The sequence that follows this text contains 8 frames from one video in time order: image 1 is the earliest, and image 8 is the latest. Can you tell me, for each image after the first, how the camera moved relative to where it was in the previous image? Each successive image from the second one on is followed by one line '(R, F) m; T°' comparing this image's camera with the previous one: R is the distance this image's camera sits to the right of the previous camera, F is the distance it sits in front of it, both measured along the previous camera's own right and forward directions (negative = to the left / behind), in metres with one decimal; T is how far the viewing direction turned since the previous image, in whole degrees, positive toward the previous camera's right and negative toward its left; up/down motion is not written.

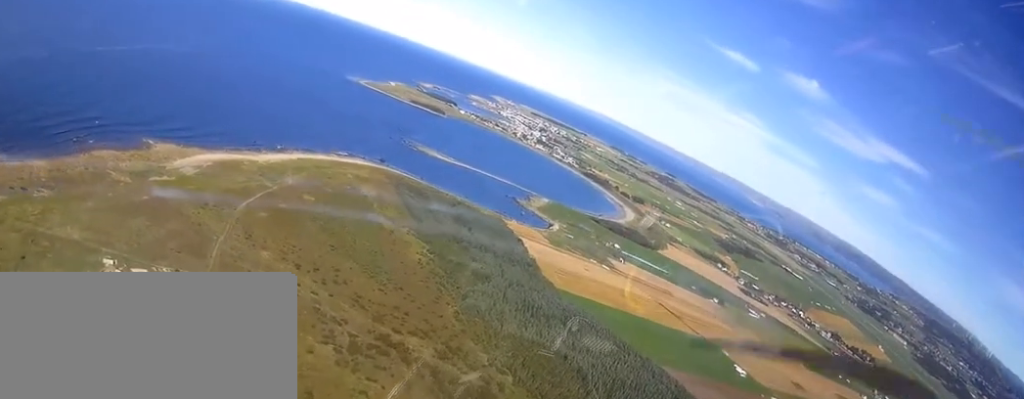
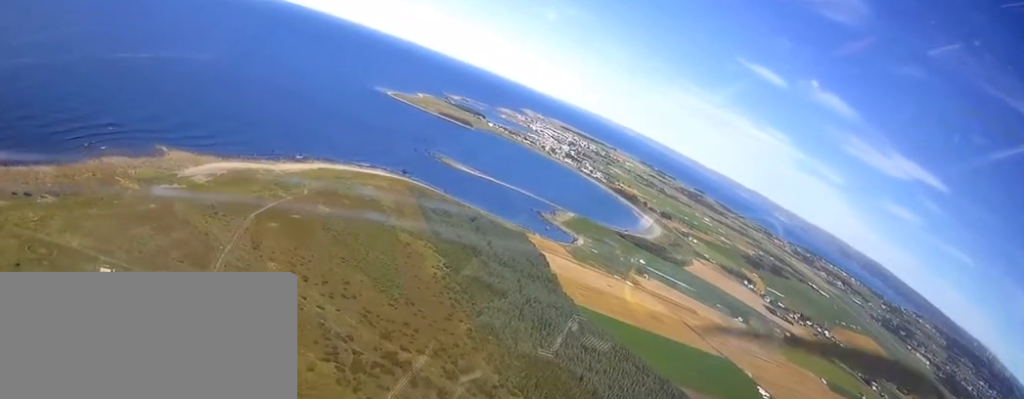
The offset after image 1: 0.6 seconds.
(-0.5, +30.0) m; -2°
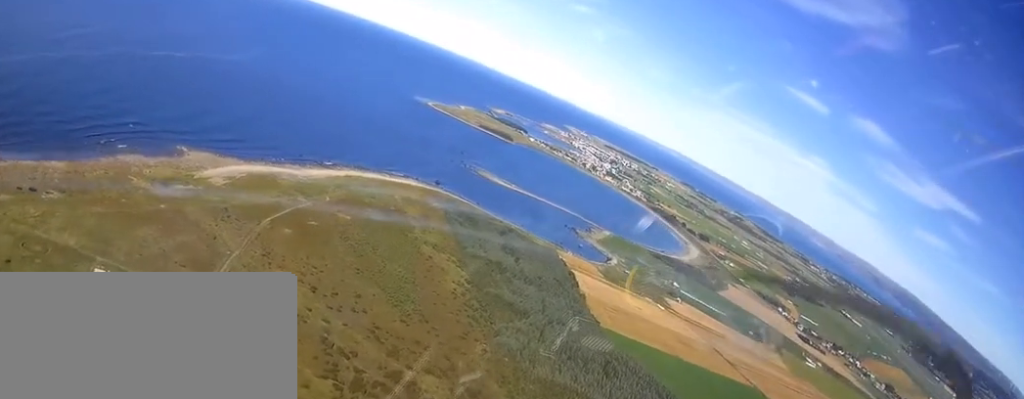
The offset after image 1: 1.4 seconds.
(-1.4, +41.9) m; -4°
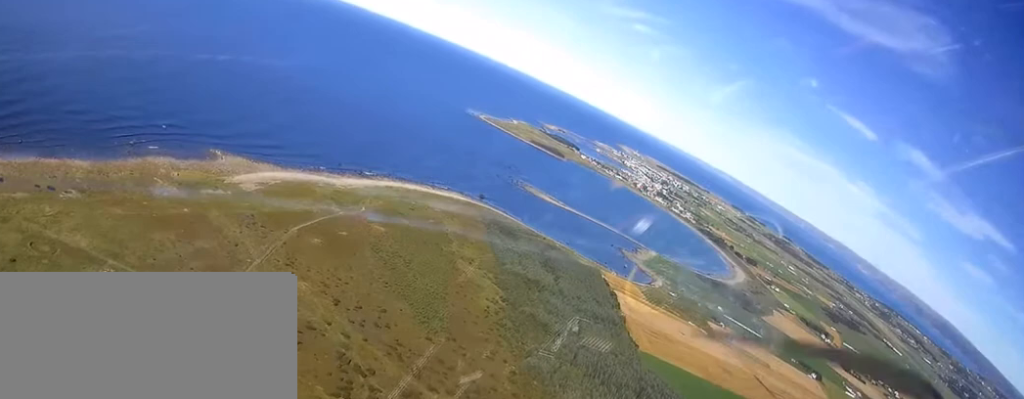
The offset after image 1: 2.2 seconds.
(-1.1, +37.0) m; -3°
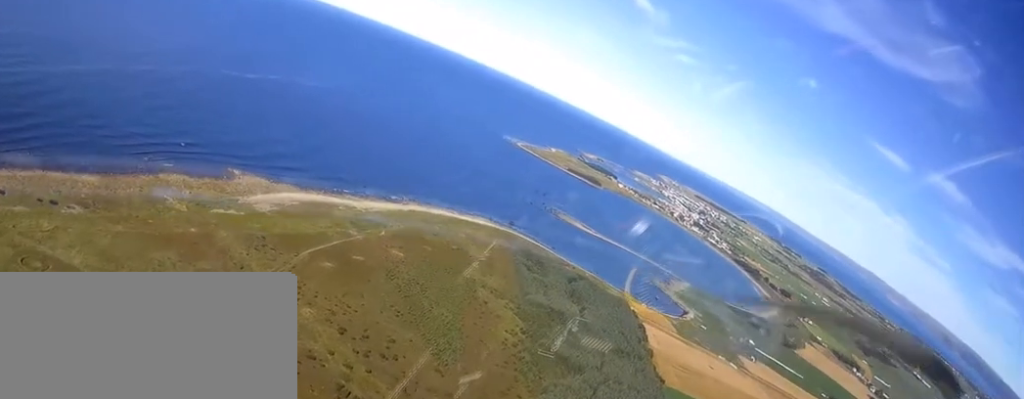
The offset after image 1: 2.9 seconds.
(-1.0, +38.9) m; -4°
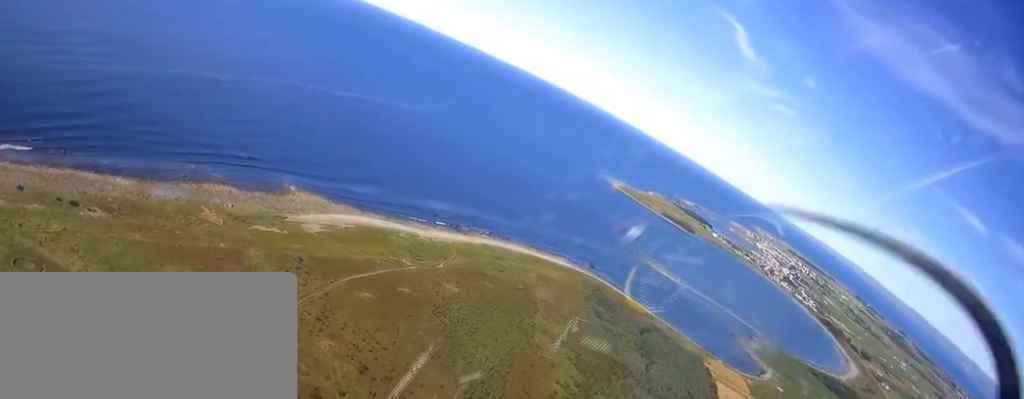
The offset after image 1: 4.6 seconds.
(-5.8, +83.2) m; -8°
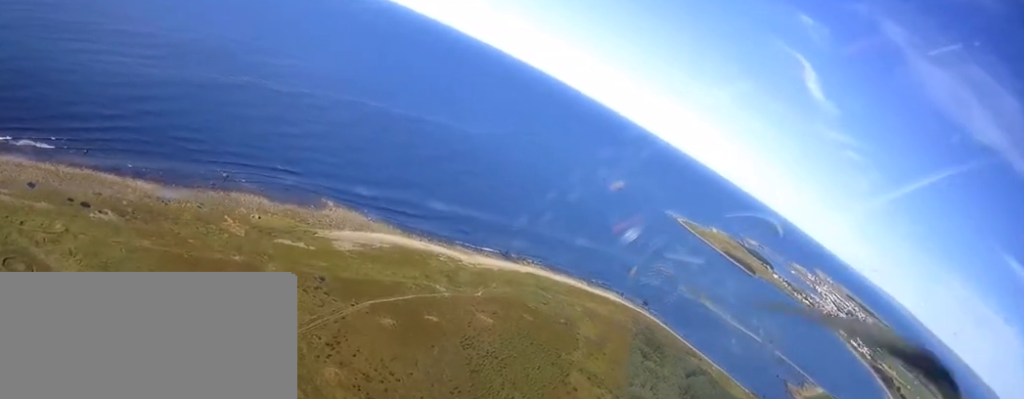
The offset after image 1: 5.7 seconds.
(-2.5, +58.2) m; -6°
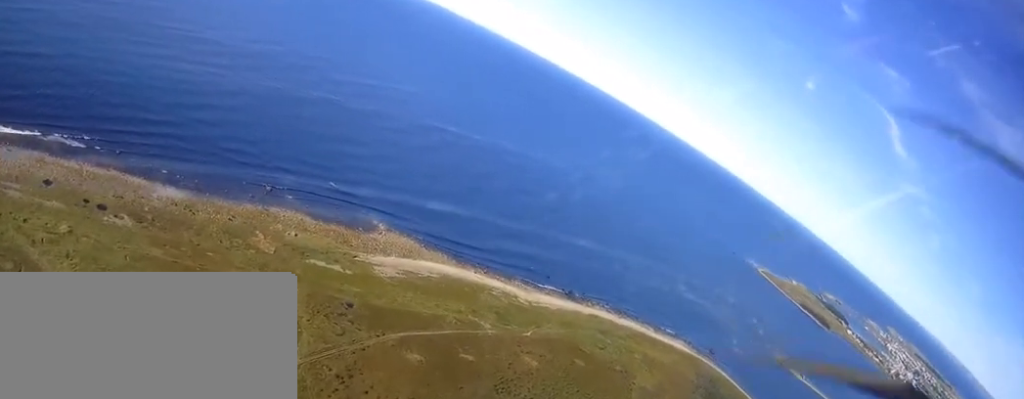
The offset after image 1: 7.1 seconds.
(-4.9, +70.3) m; -7°
